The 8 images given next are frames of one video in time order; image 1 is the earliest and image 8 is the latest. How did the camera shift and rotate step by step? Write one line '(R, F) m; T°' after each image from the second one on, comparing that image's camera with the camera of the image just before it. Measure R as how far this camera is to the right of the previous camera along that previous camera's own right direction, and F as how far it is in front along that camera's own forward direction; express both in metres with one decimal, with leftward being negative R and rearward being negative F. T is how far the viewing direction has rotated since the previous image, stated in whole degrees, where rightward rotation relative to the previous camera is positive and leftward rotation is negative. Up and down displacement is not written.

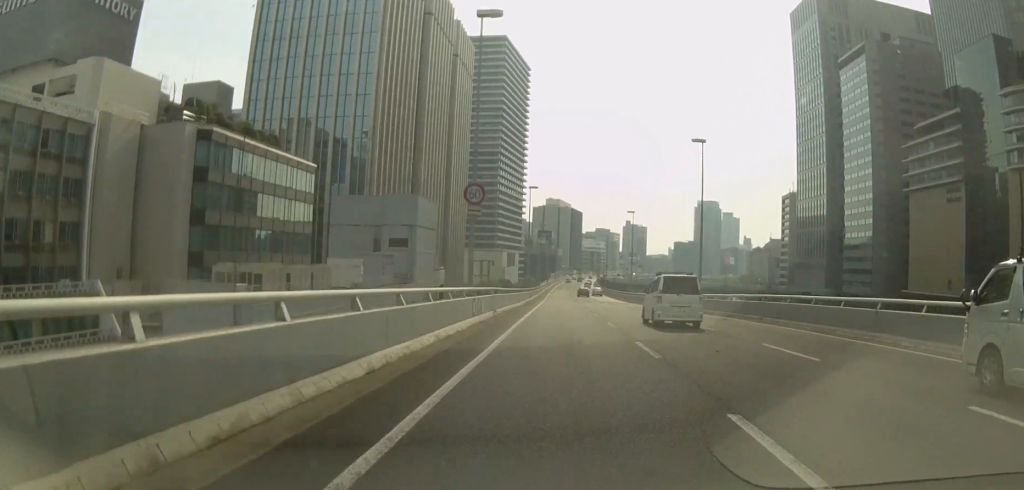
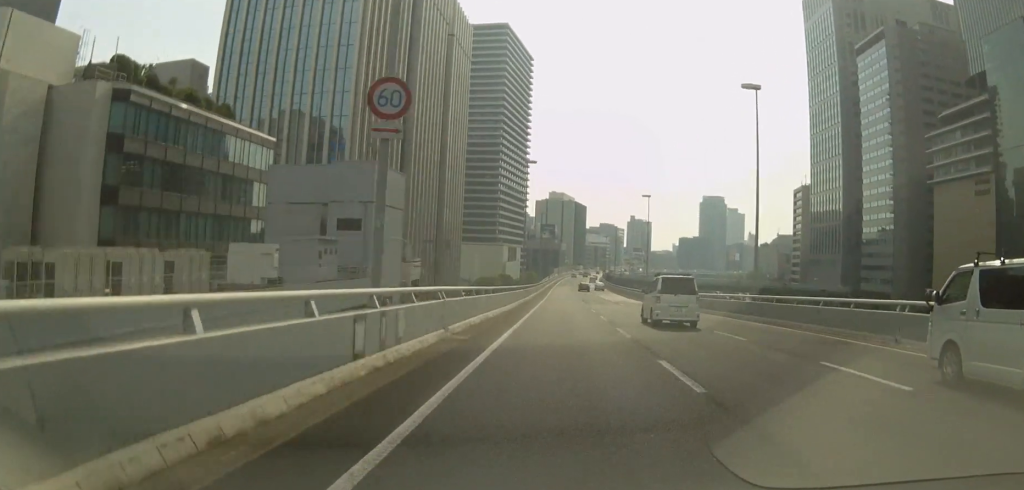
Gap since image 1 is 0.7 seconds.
(-0.1, +14.0) m; -1°
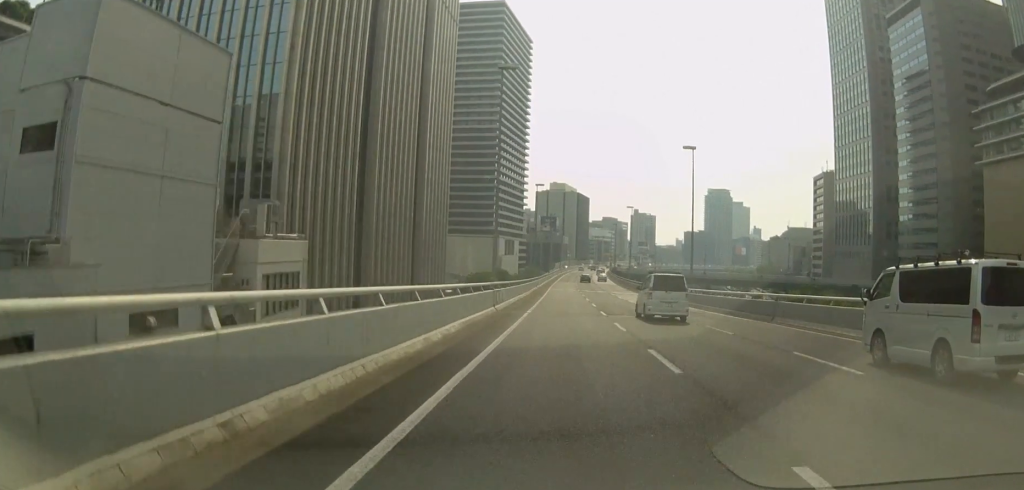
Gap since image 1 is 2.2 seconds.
(-1.0, +27.9) m; -1°
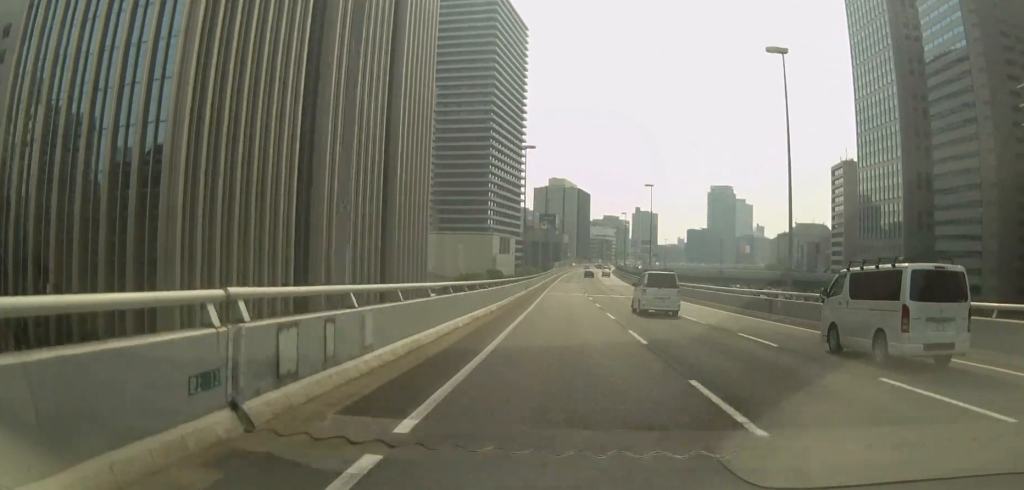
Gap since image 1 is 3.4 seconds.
(+0.6, +24.5) m; +2°
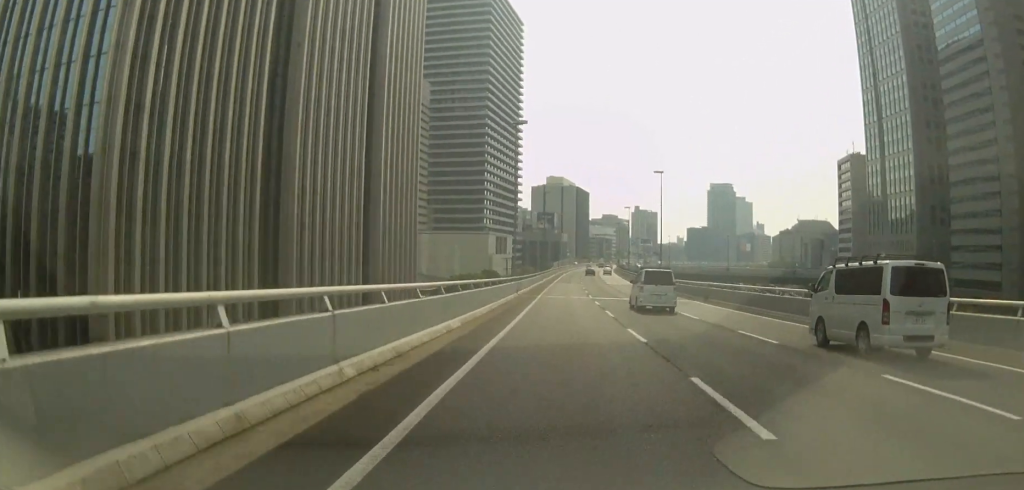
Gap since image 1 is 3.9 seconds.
(0.0, +10.0) m; 0°
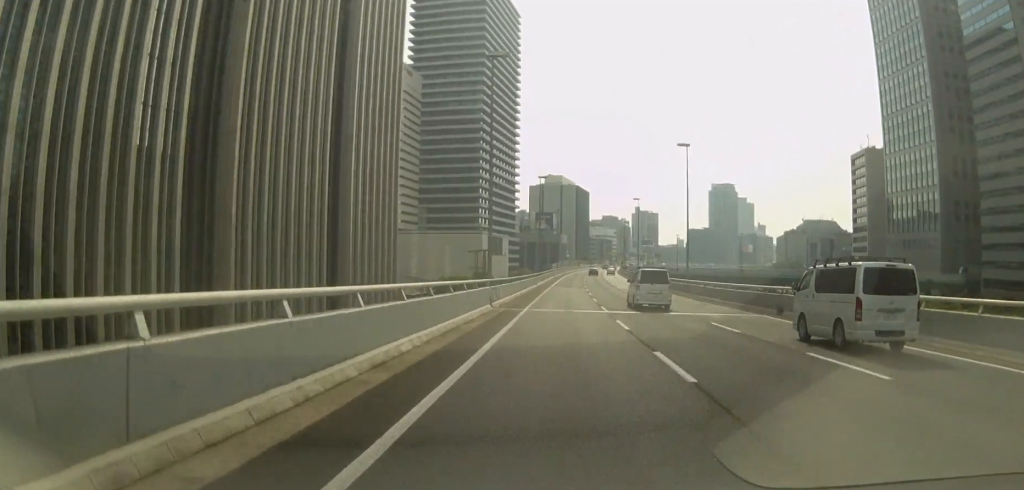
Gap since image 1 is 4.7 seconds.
(0.0, +16.1) m; 0°
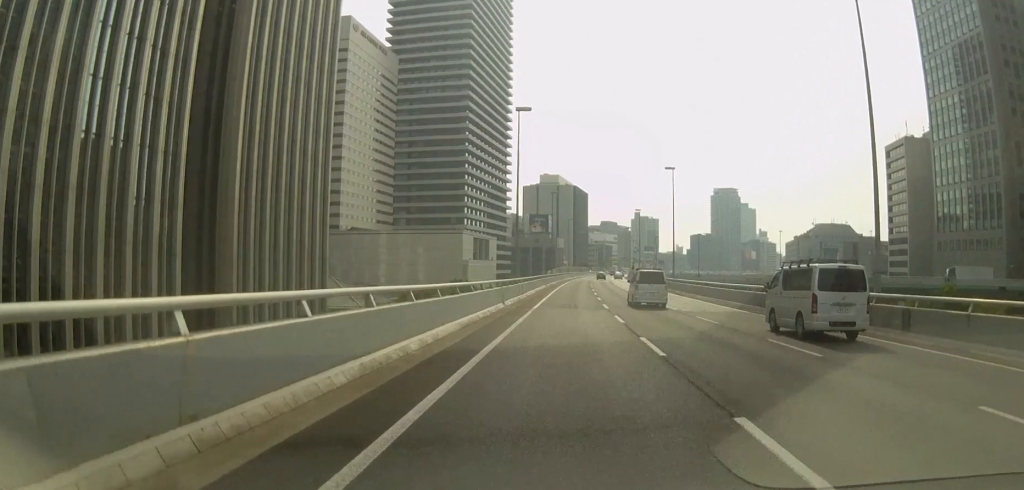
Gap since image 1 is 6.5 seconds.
(+0.1, +36.1) m; 0°
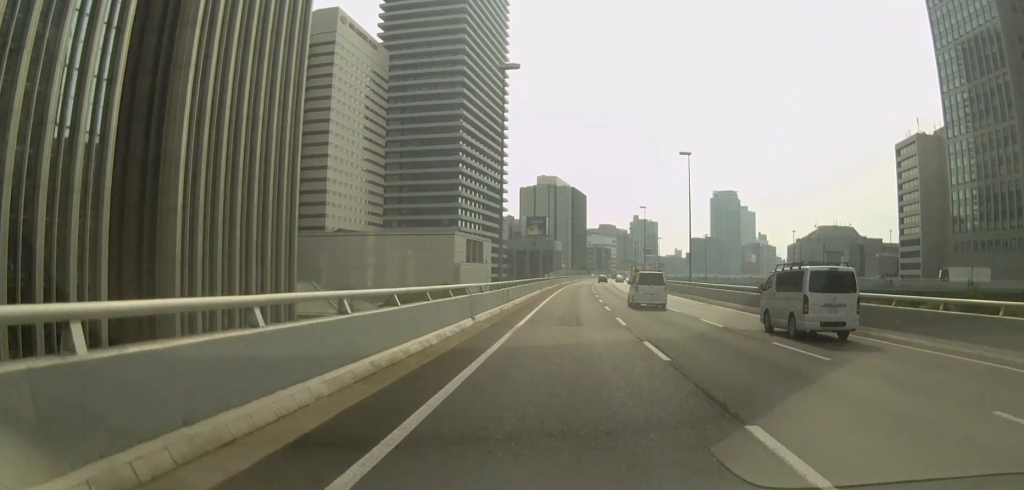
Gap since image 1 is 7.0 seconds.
(0.0, +10.4) m; -1°
